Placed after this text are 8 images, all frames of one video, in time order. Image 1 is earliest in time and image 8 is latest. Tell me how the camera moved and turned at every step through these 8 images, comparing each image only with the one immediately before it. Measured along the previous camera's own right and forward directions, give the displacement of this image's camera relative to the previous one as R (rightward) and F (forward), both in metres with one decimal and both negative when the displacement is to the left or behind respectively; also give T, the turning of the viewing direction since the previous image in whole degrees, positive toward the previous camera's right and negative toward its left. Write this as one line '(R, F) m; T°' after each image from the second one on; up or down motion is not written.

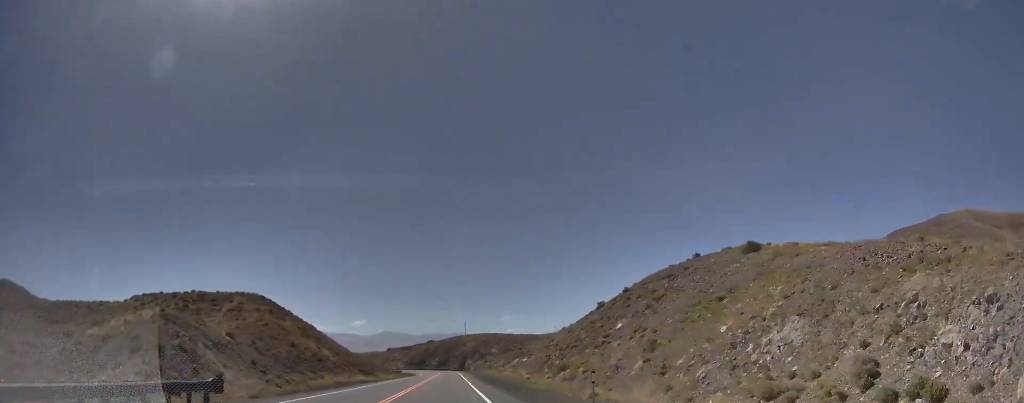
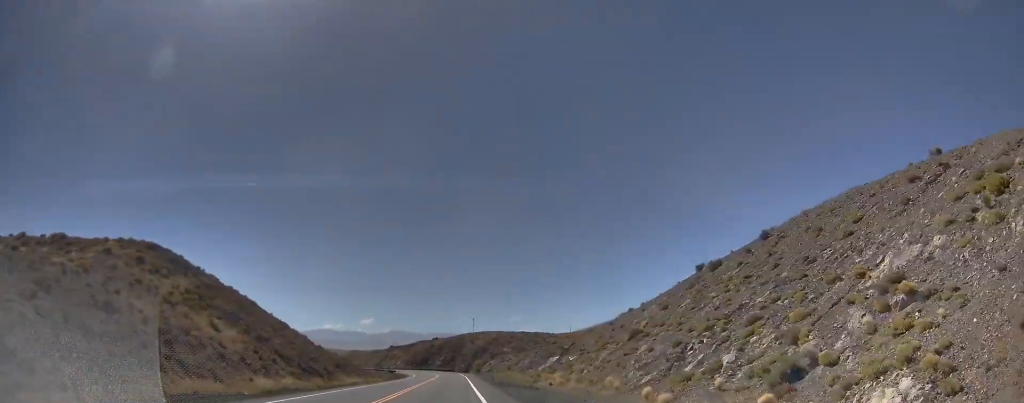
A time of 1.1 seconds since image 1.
(+0.4, +46.1) m; +1°
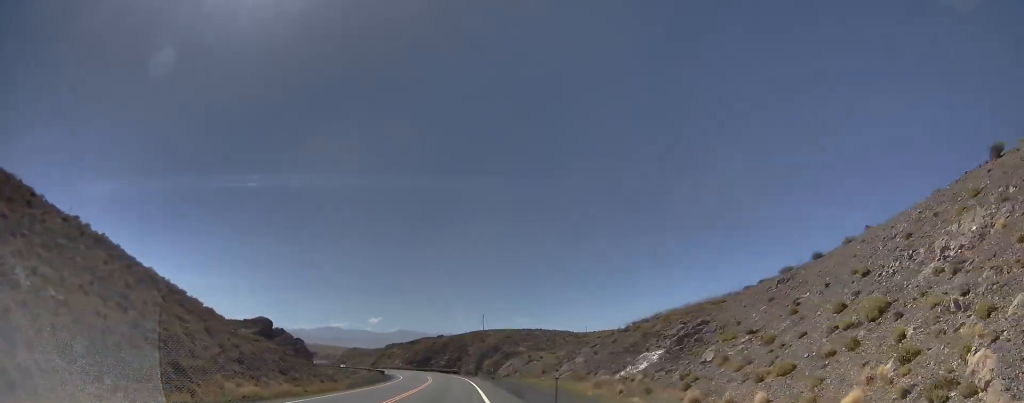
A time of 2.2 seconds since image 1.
(+0.5, +42.6) m; 0°
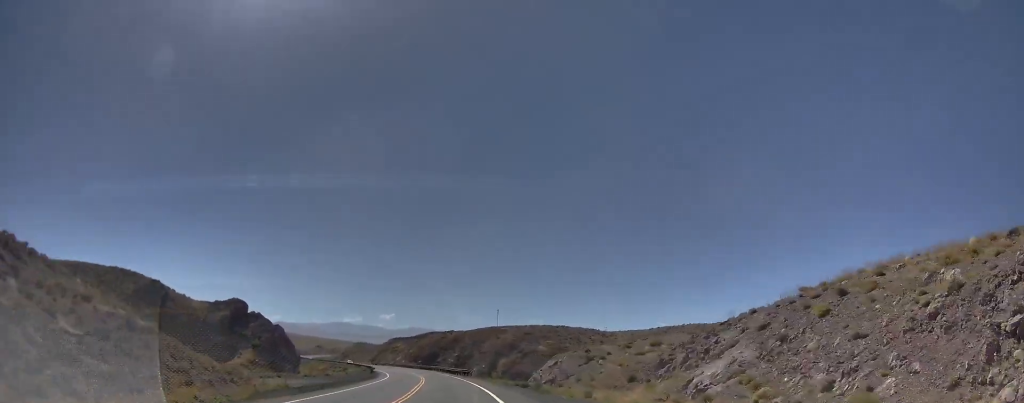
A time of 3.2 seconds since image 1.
(-0.3, +34.2) m; 0°
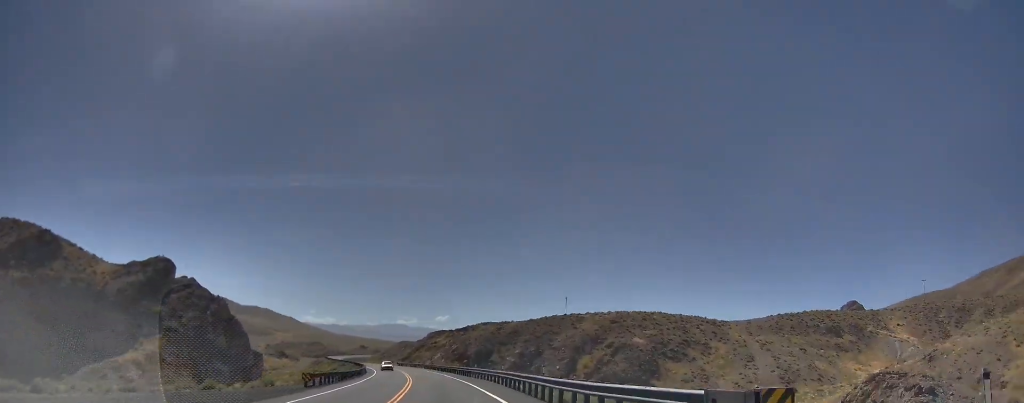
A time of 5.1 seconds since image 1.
(+4.5, +67.0) m; +7°
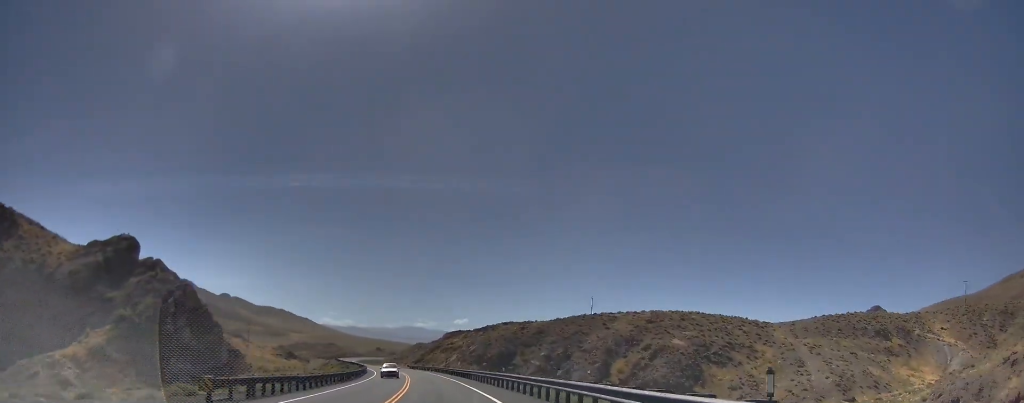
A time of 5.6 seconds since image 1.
(0.0, +17.3) m; +1°
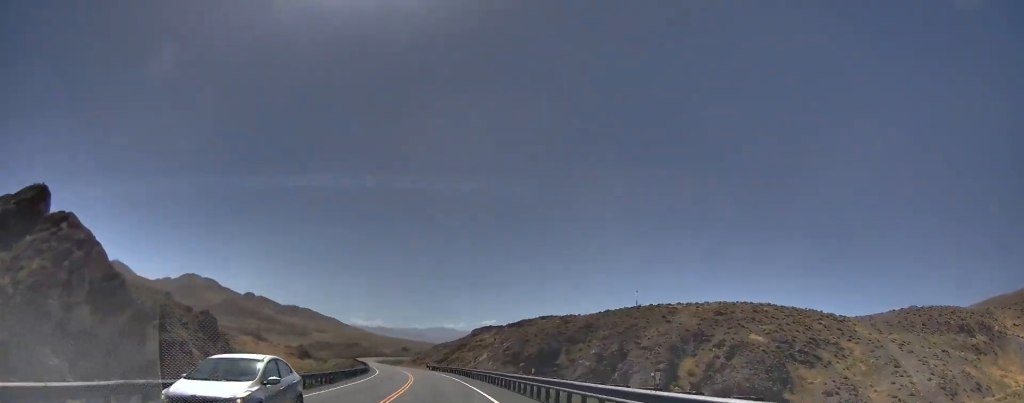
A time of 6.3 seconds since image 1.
(-0.2, +26.3) m; +2°
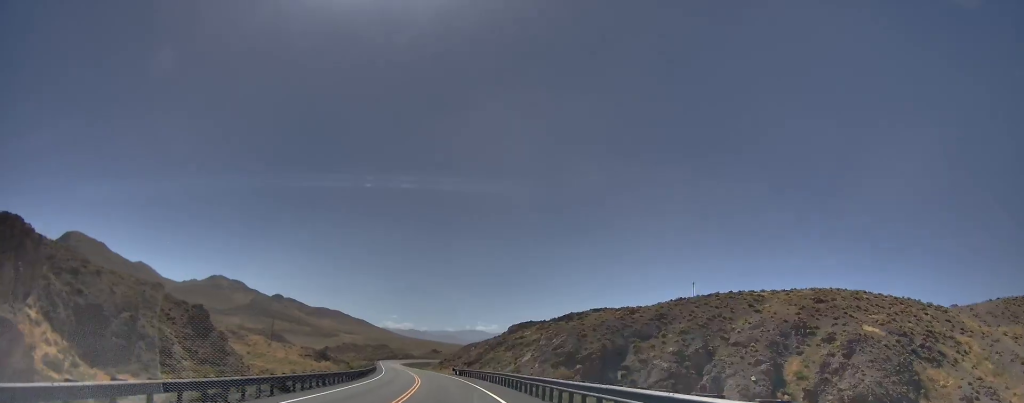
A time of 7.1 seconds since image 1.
(+1.4, +27.0) m; +3°
